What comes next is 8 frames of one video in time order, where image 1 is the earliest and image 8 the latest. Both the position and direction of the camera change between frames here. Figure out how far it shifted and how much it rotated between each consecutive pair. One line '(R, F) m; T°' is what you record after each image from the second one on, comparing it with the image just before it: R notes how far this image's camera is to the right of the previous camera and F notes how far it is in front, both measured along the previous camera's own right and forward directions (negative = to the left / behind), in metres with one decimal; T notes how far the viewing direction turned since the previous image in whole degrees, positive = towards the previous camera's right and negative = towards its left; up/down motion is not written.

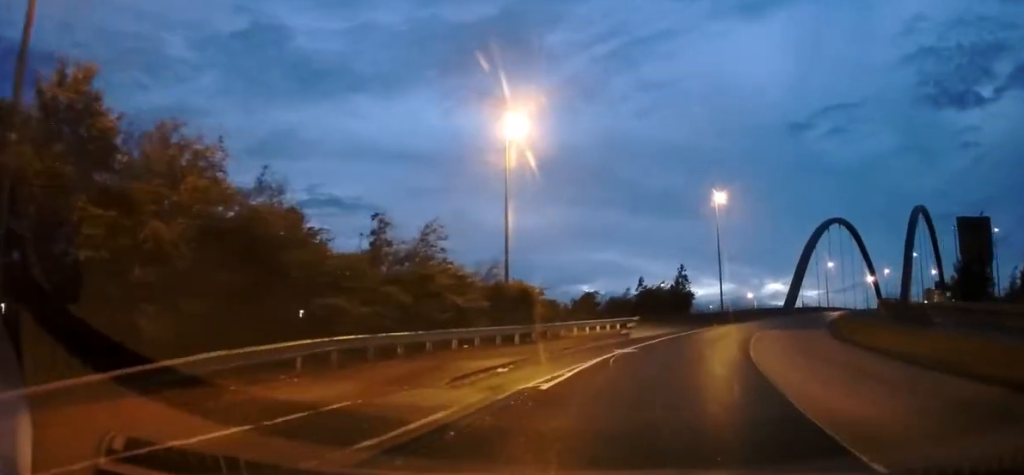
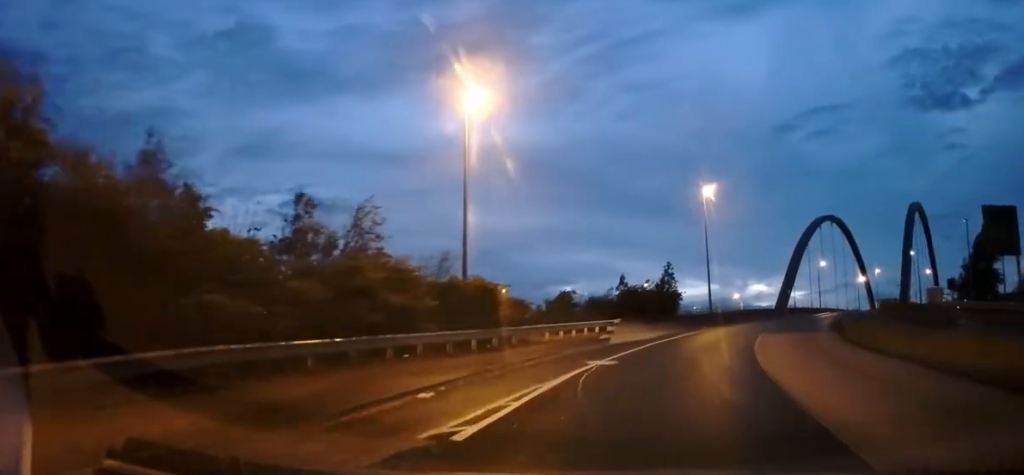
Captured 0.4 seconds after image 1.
(+0.1, +3.8) m; +2°
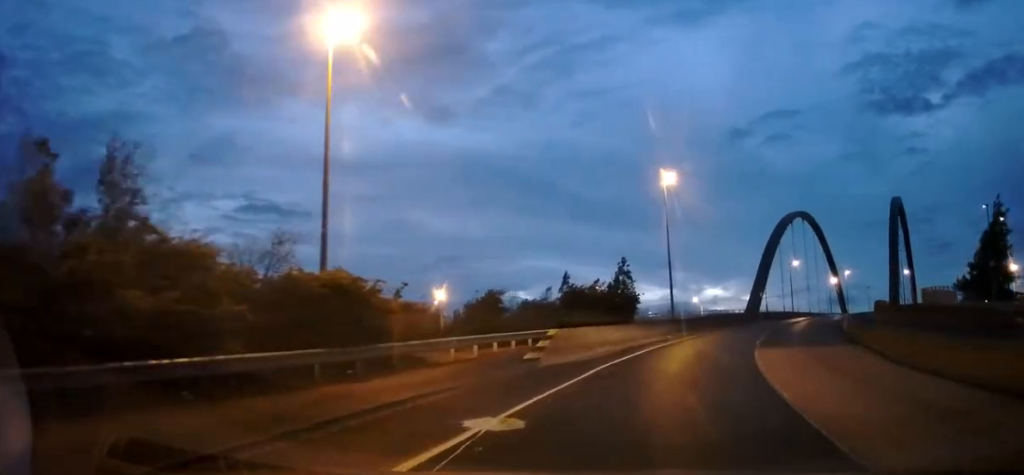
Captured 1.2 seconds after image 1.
(+0.3, +7.4) m; +4°
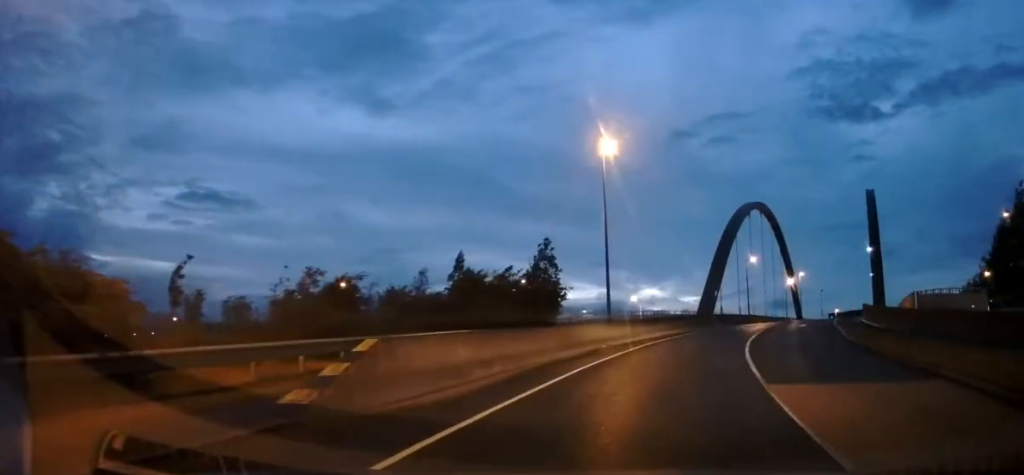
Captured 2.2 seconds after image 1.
(+0.4, +9.2) m; +4°
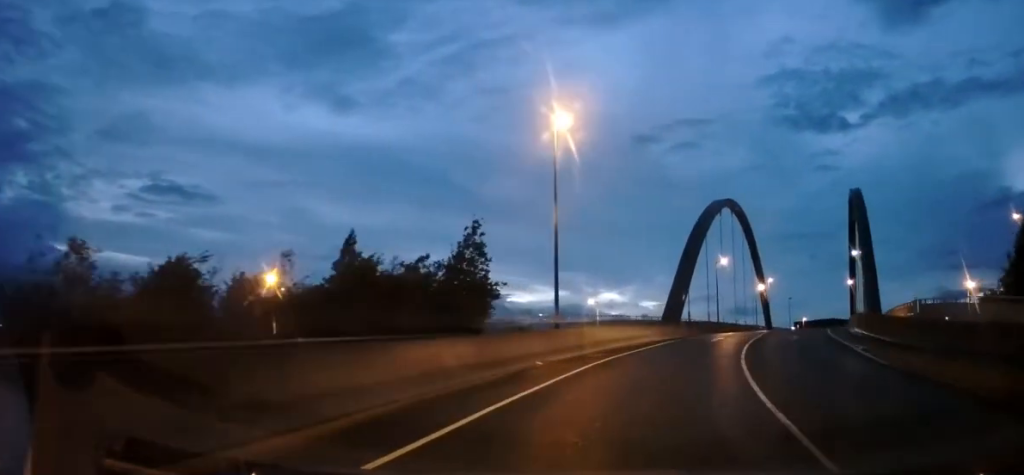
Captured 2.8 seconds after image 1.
(+0.1, +6.1) m; +2°
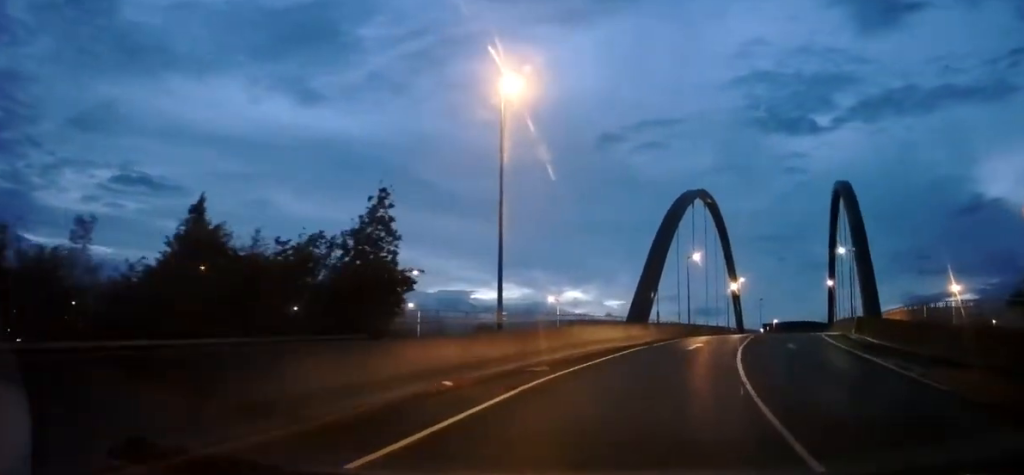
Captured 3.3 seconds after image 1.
(+0.1, +5.3) m; +4°
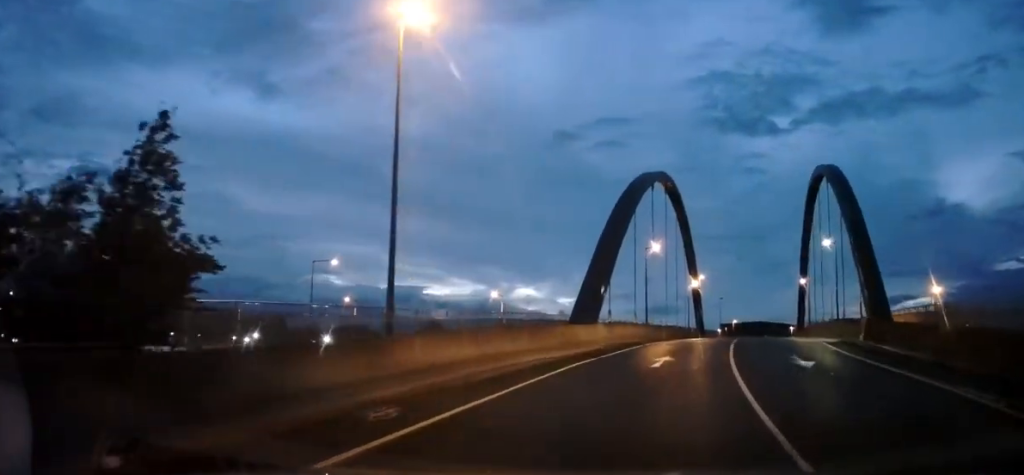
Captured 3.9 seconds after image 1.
(+0.1, +7.1) m; +5°
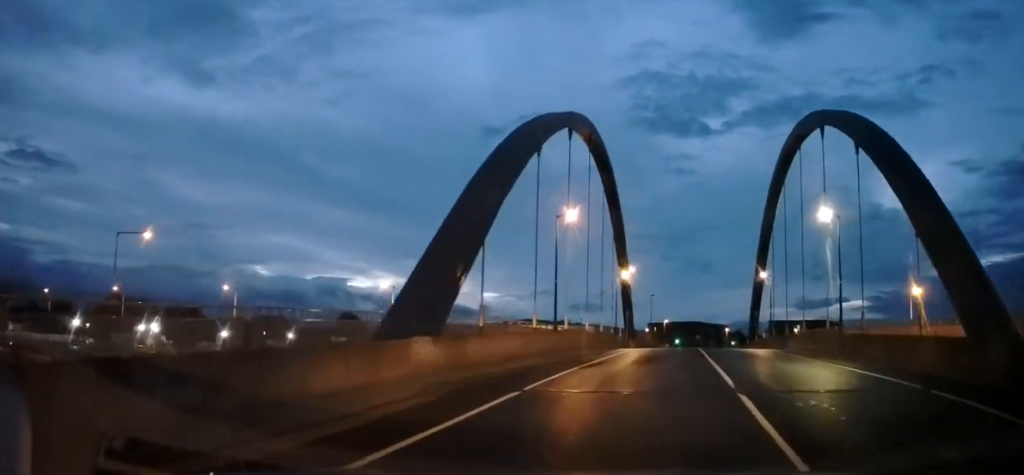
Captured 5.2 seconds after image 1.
(+1.2, +14.2) m; +6°
